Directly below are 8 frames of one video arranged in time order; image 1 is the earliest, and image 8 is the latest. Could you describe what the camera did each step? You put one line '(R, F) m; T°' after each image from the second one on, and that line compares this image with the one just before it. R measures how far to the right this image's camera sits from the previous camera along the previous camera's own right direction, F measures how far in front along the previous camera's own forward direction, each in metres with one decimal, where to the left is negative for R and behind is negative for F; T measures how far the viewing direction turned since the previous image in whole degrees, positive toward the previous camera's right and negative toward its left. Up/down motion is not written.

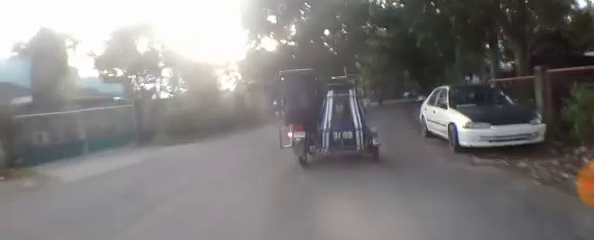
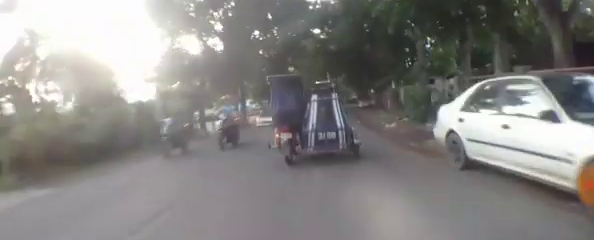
(+0.2, +3.6) m; +16°
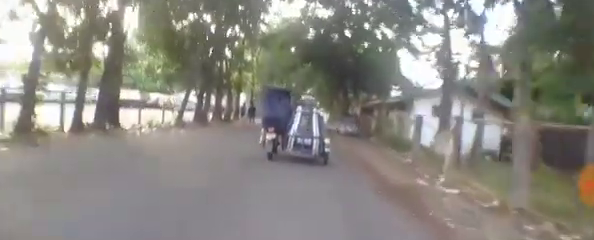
(+3.6, +10.4) m; +24°
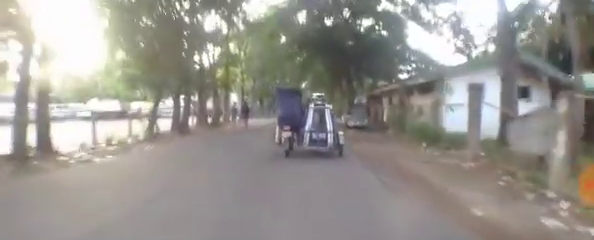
(0.0, +3.3) m; +3°
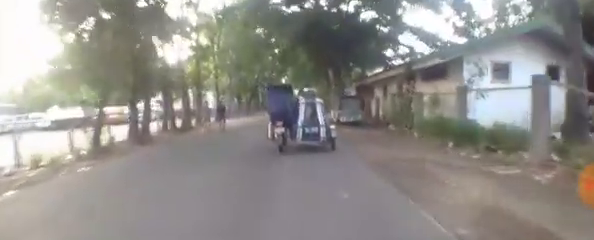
(+0.2, +2.8) m; +3°
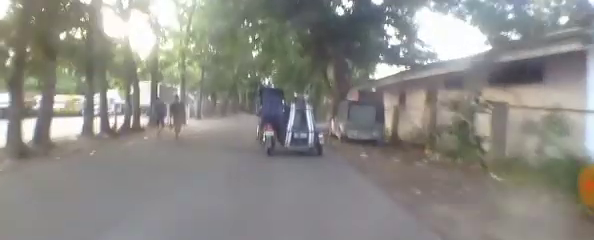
(+0.1, +5.2) m; 0°
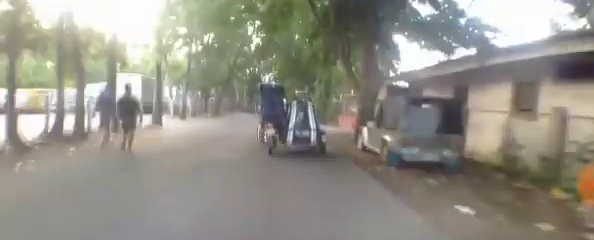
(-0.1, +3.9) m; -1°
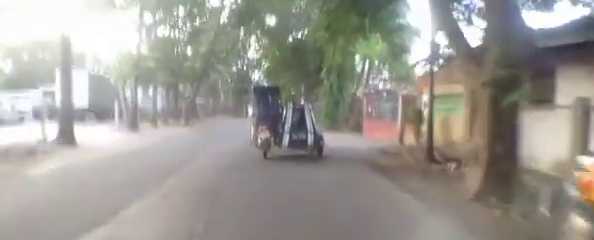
(-0.2, +6.7) m; -2°
